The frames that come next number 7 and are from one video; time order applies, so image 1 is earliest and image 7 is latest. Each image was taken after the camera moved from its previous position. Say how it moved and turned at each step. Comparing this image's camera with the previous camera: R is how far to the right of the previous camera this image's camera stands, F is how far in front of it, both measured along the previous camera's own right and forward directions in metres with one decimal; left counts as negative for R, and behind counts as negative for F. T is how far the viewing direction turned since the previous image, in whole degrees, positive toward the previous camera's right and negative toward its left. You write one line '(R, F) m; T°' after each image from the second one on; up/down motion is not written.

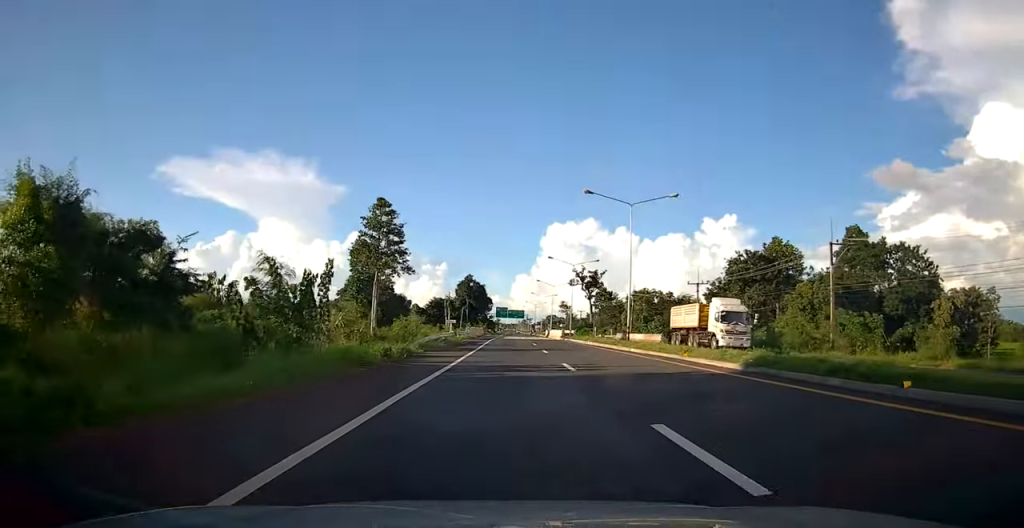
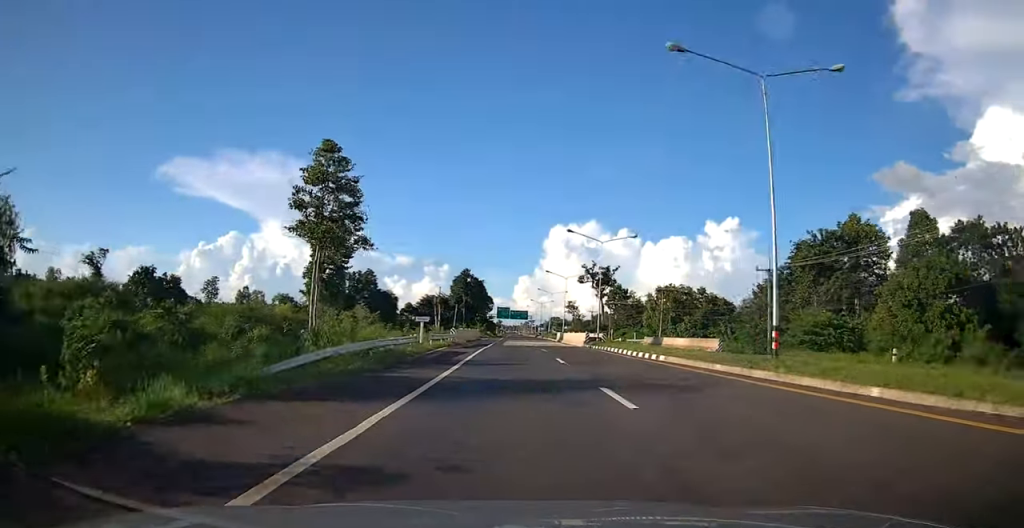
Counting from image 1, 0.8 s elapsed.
(-0.5, +19.3) m; 0°
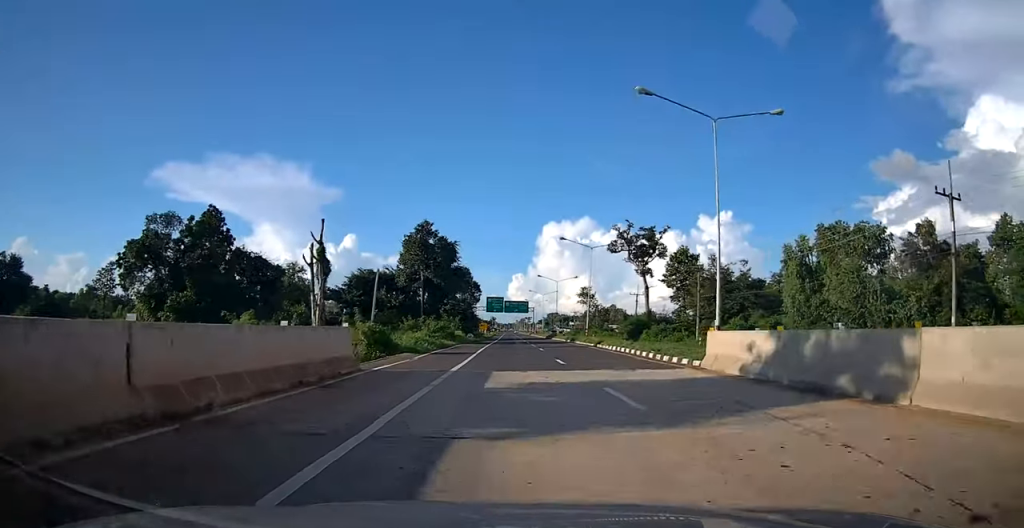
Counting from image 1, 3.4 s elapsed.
(+0.1, +60.3) m; +1°
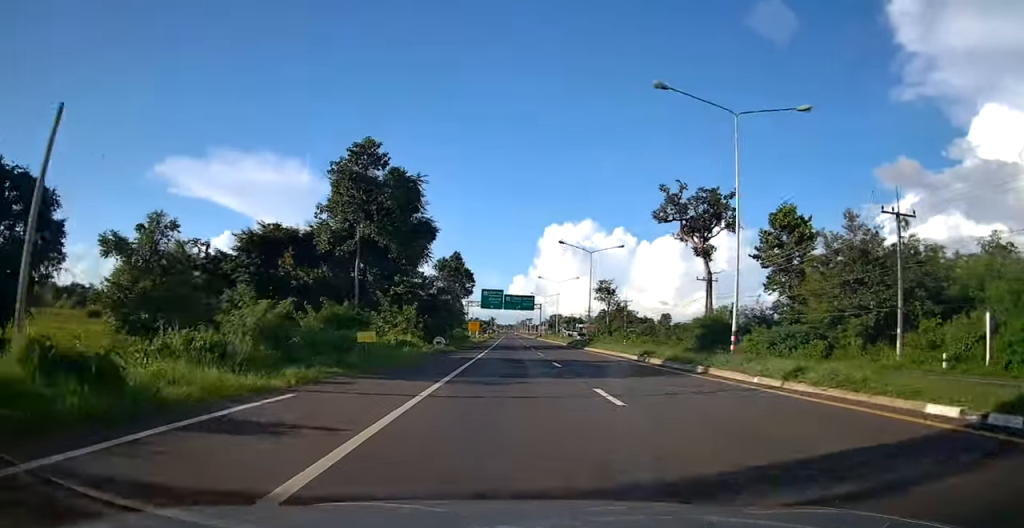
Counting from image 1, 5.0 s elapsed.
(+0.9, +34.7) m; 0°
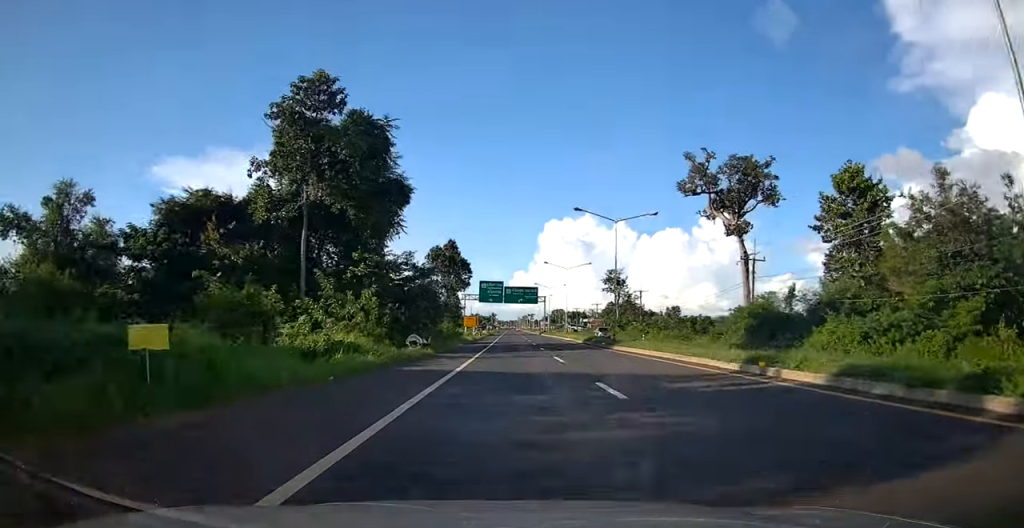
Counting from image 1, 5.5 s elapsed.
(-0.3, +12.2) m; 0°
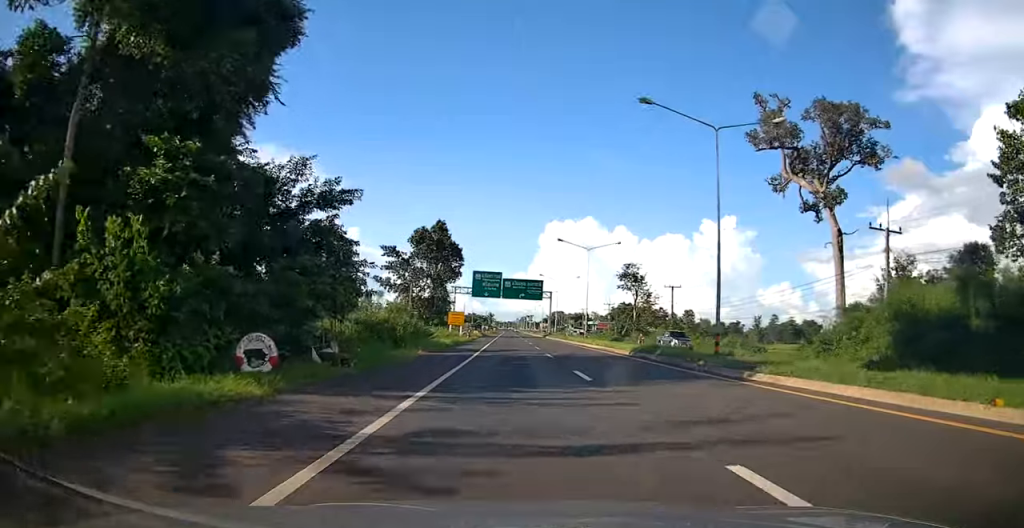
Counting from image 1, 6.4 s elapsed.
(-0.3, +19.9) m; 0°
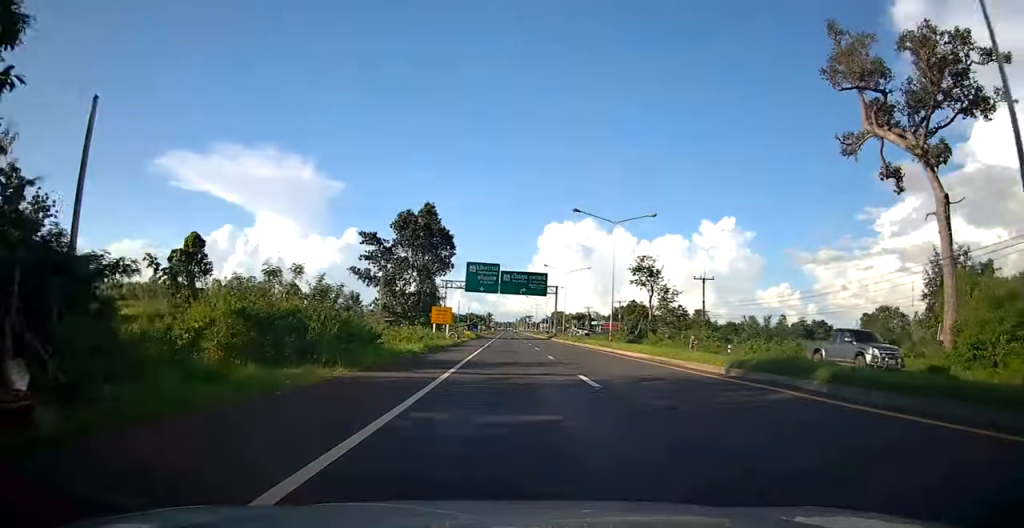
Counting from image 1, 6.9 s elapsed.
(+0.5, +13.4) m; 0°
